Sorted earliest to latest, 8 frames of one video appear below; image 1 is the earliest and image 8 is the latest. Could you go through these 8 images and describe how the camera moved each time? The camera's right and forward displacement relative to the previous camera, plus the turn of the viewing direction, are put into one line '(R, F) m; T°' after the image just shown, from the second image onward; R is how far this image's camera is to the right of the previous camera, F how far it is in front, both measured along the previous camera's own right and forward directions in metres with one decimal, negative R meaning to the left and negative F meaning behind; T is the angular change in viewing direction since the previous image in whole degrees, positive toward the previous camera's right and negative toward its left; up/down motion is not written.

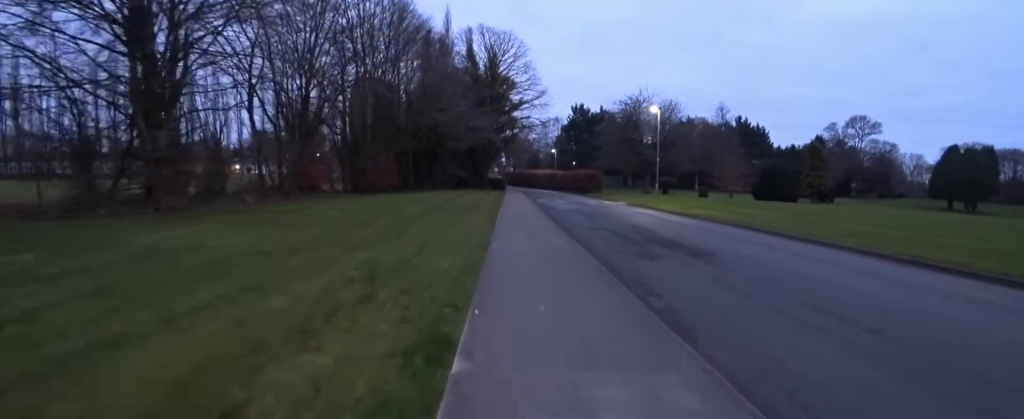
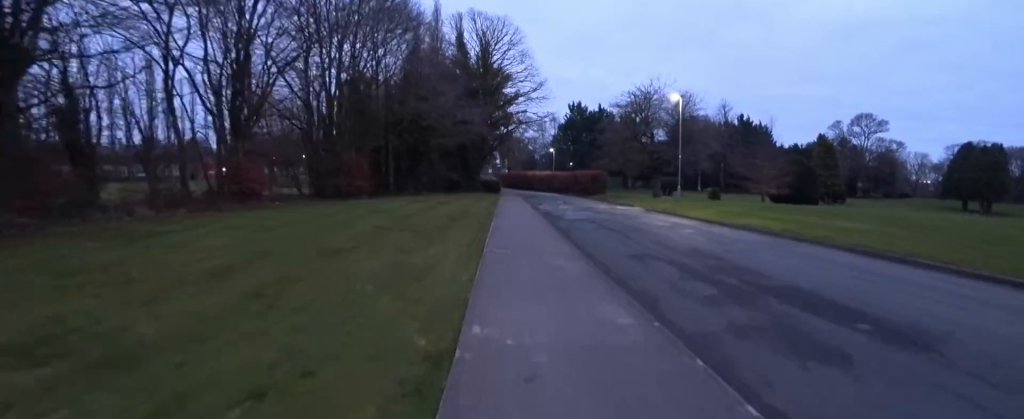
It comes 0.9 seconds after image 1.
(0.0, +4.5) m; 0°
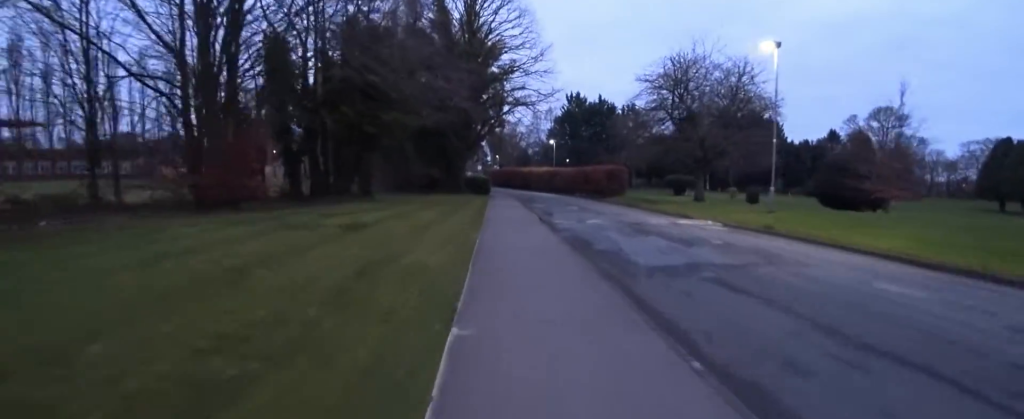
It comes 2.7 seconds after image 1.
(0.0, +9.1) m; 0°
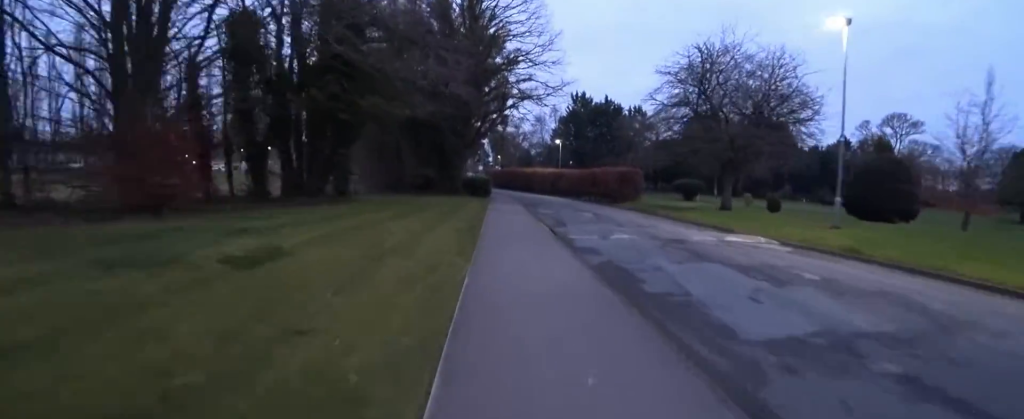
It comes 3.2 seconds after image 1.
(0.0, +2.9) m; 0°
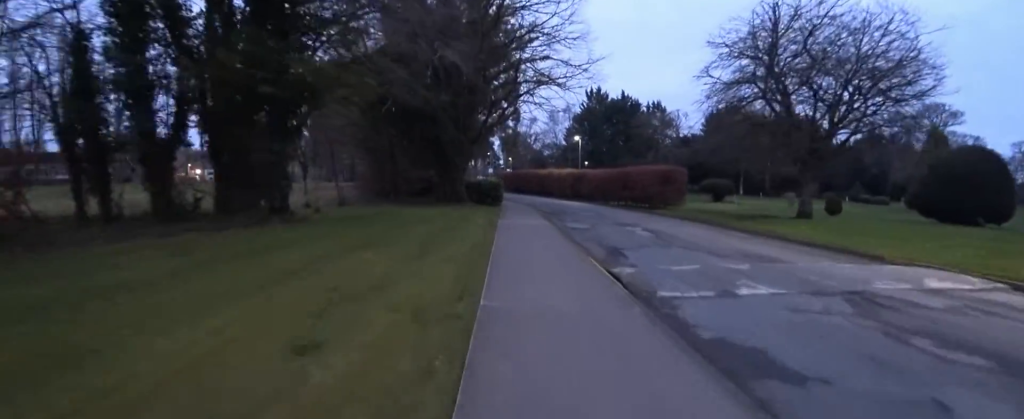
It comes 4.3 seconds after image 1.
(0.0, +5.1) m; -3°
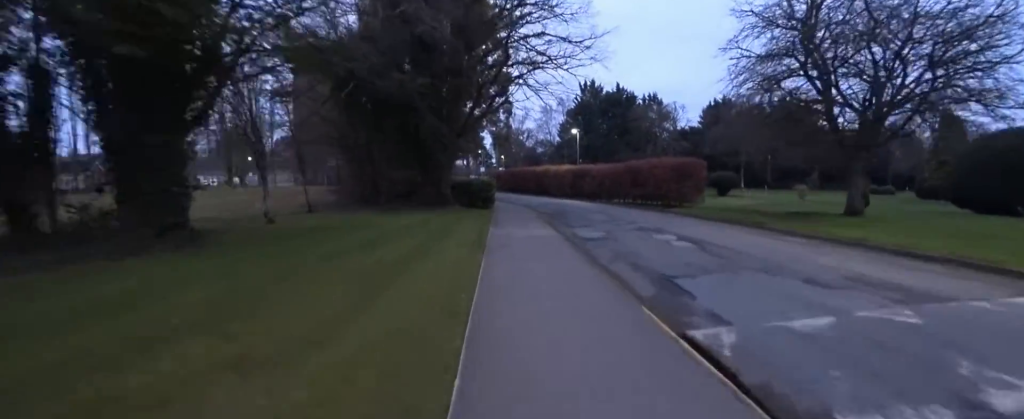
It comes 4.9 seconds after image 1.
(-0.1, +3.1) m; -2°
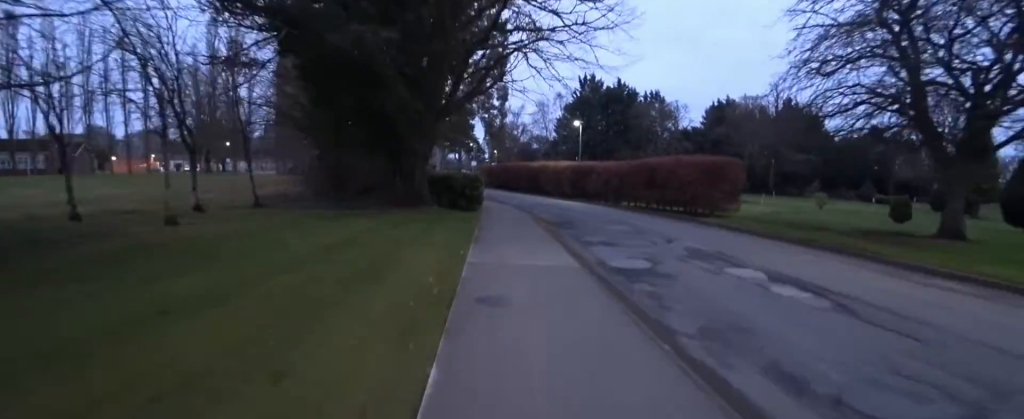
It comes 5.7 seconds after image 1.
(-0.2, +4.0) m; -2°
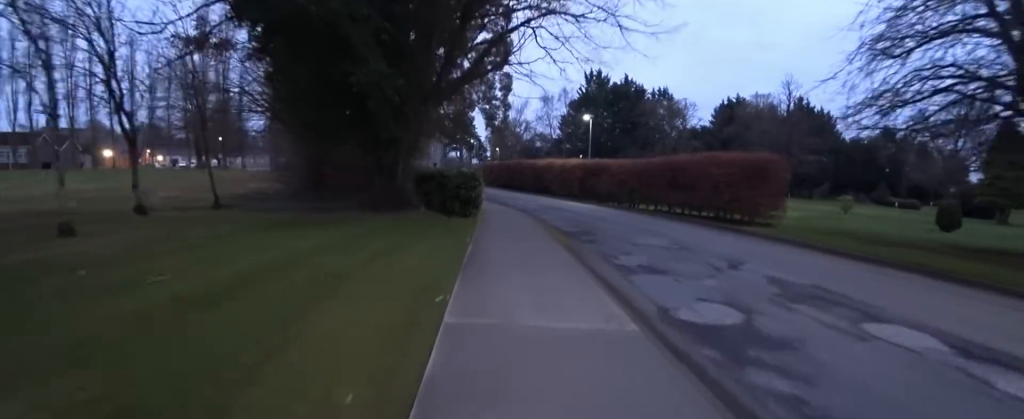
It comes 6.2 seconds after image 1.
(0.0, +2.7) m; +1°
